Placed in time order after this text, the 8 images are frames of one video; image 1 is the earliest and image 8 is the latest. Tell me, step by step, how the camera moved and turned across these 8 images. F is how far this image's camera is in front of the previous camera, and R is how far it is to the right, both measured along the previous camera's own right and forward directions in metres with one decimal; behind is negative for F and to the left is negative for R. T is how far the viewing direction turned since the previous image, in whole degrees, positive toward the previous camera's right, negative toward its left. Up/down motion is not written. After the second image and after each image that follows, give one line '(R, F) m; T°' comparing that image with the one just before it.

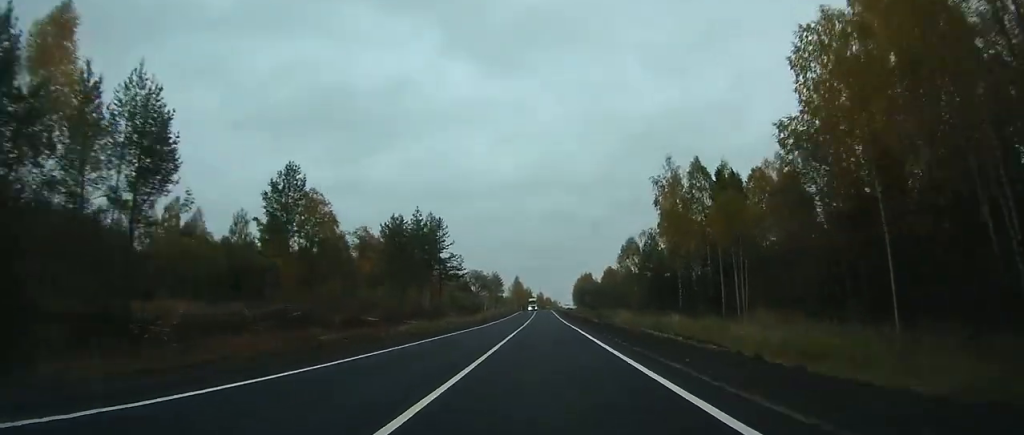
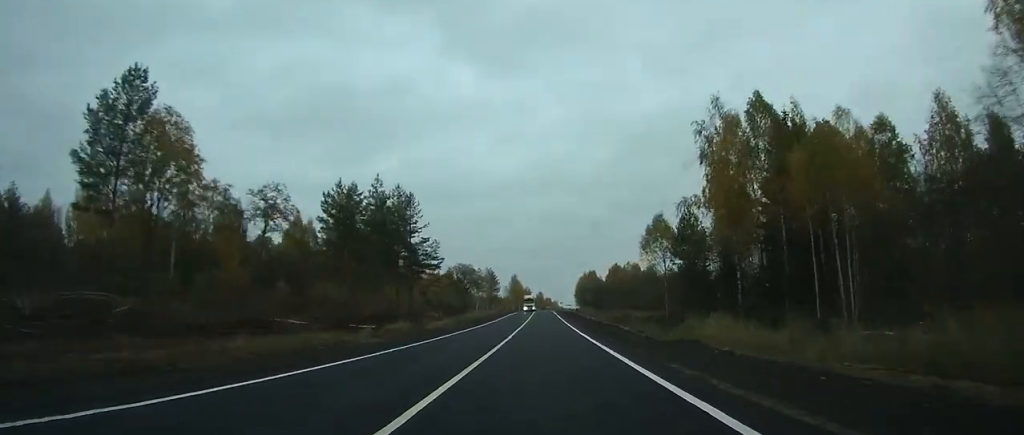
(0.0, +24.2) m; 0°
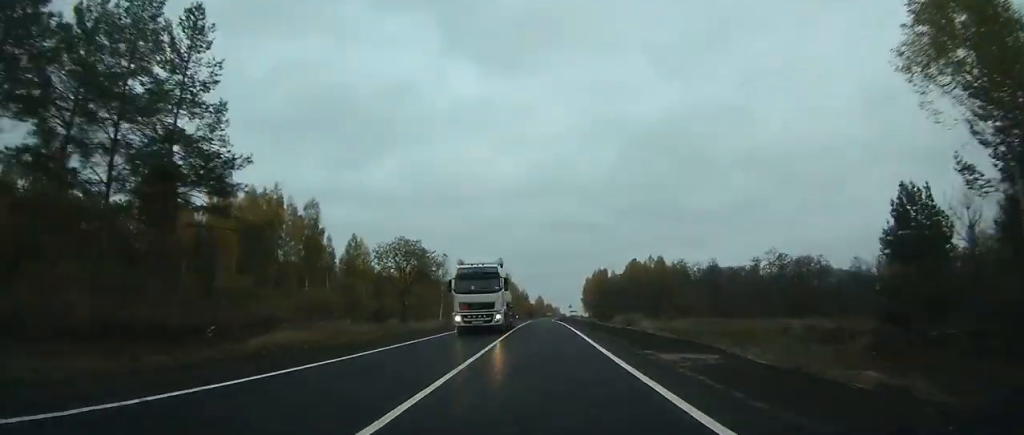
(0.0, +60.1) m; 0°
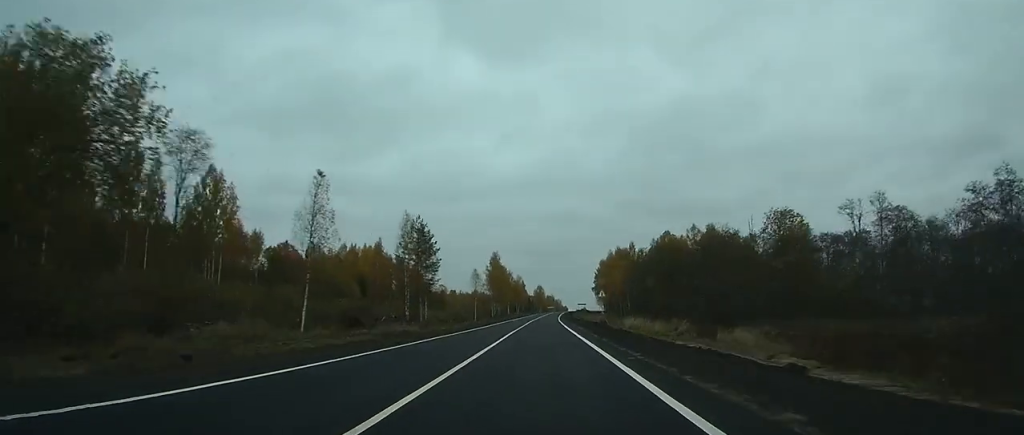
(+0.2, +64.8) m; 0°
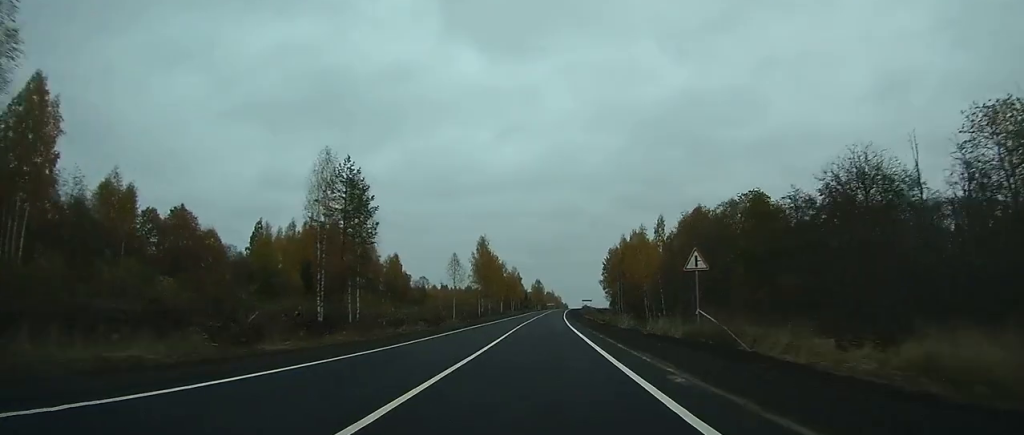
(+0.1, +33.3) m; 0°
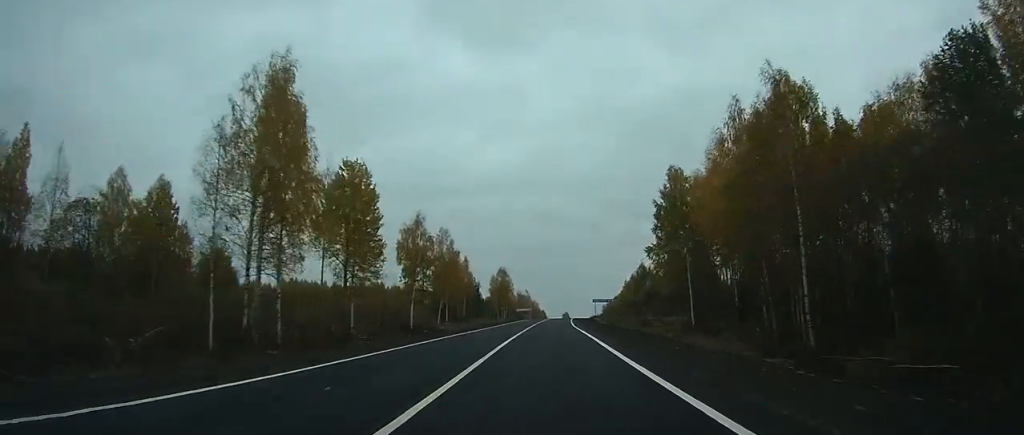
(+1.5, +107.6) m; +2°
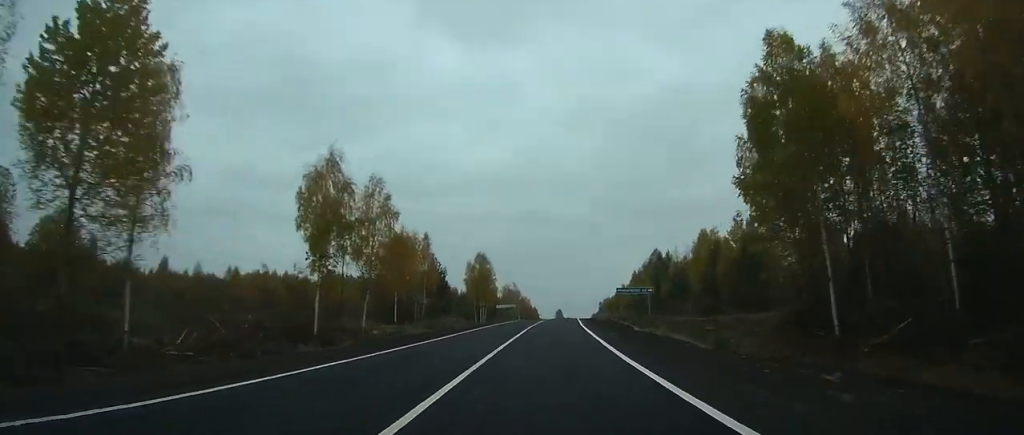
(+0.3, +38.0) m; +1°
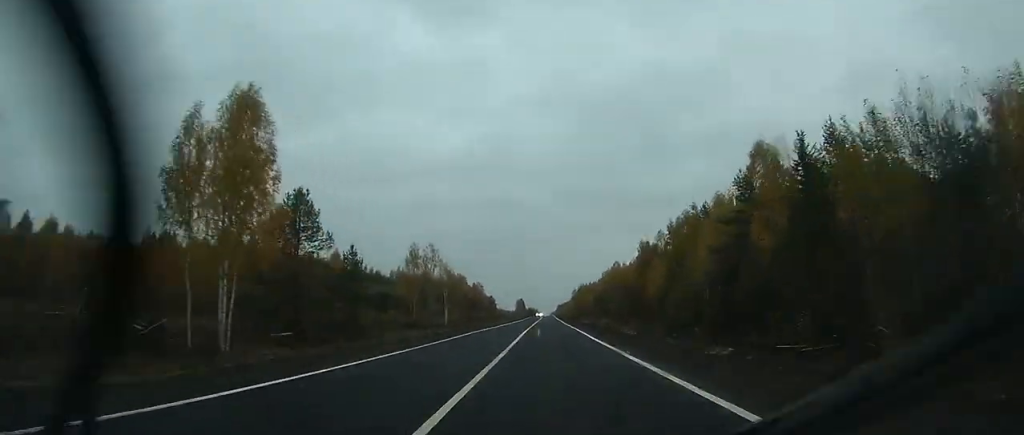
(+2.5, +97.9) m; +3°
